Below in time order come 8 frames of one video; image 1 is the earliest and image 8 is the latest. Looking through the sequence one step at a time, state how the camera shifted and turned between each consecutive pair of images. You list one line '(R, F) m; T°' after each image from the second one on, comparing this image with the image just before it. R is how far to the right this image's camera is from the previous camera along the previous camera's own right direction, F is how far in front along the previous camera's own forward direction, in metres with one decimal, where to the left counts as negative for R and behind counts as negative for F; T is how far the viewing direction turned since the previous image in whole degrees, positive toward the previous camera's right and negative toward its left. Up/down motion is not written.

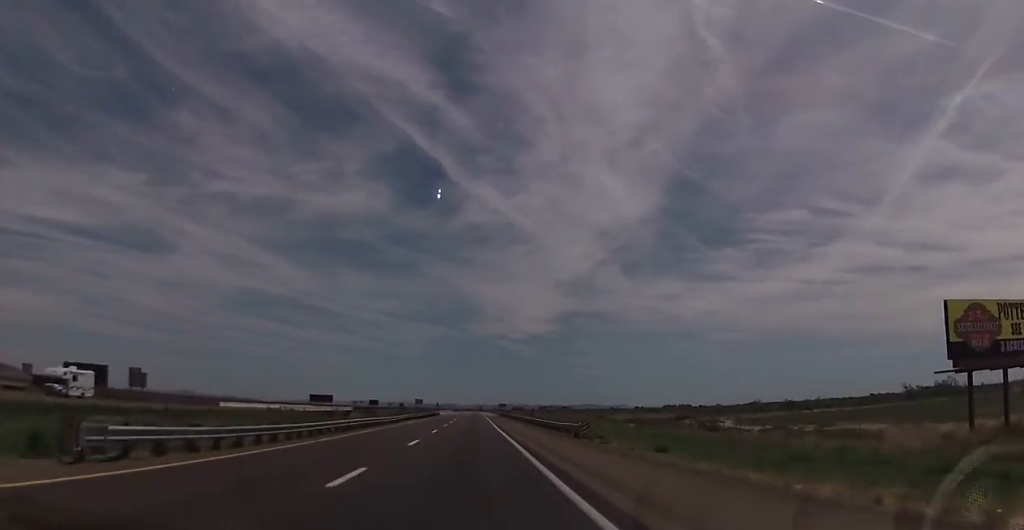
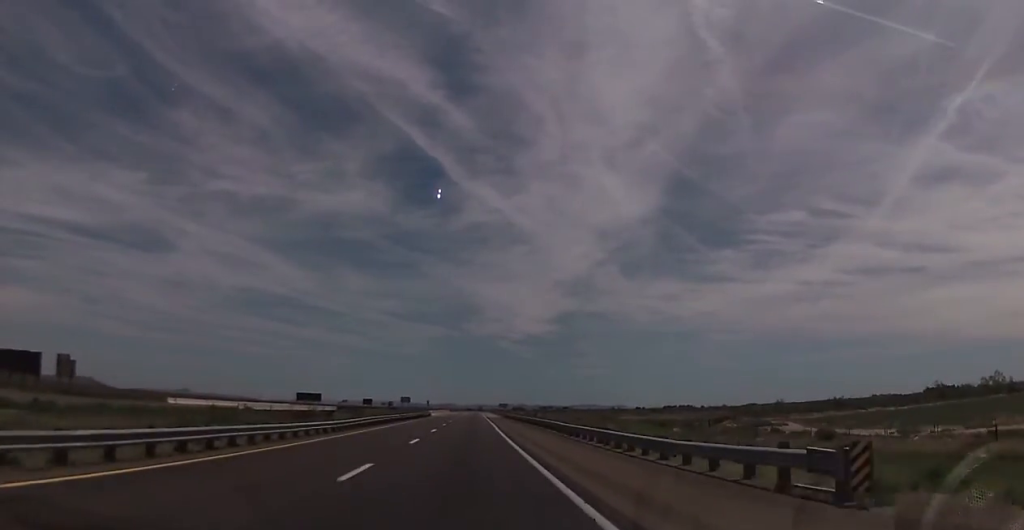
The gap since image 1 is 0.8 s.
(-0.4, +23.6) m; -1°
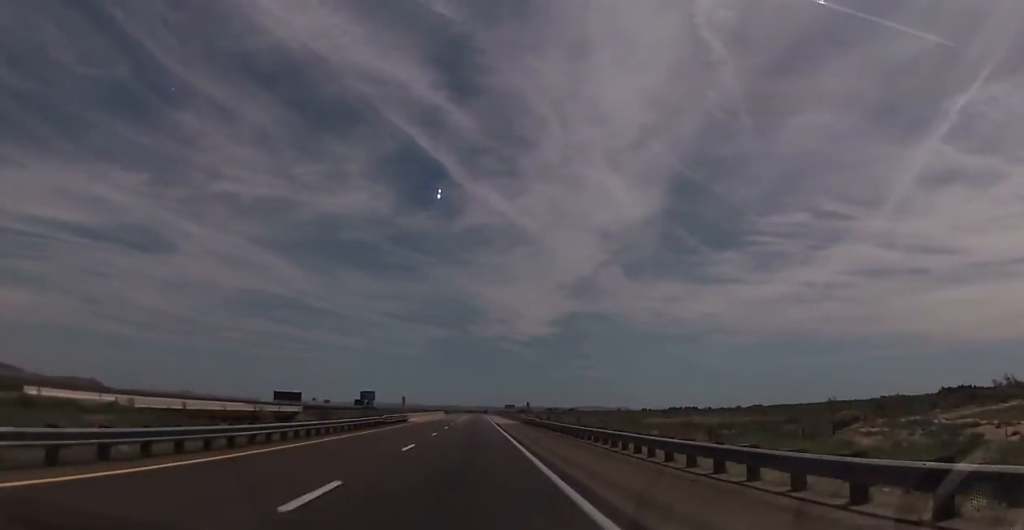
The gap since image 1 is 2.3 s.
(+0.6, +40.6) m; +1°
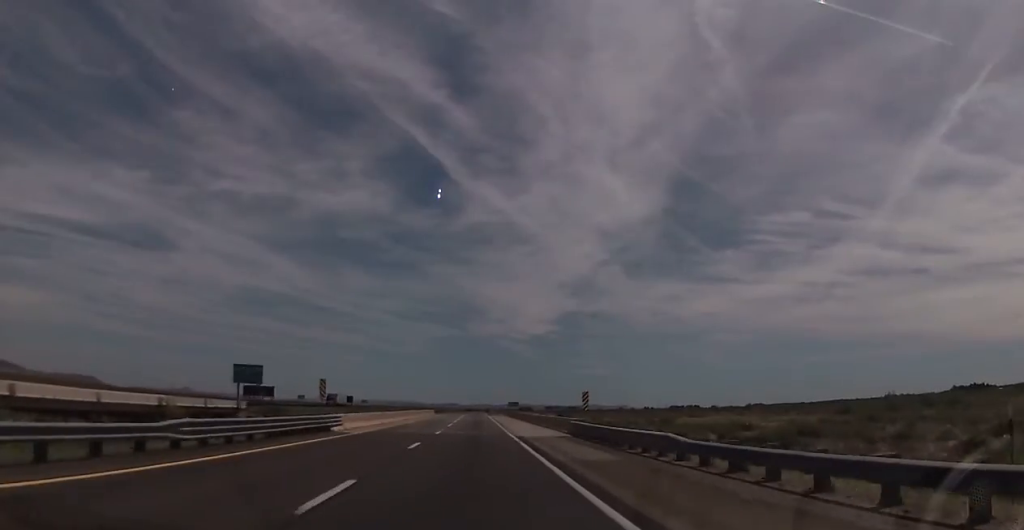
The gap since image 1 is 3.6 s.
(-0.4, +36.7) m; -1°
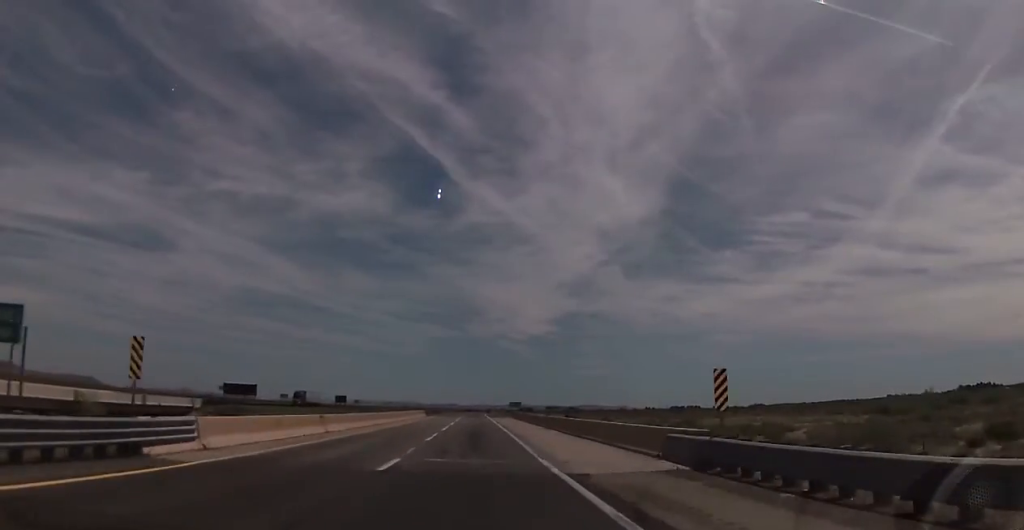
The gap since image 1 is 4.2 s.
(0.0, +18.8) m; +1°
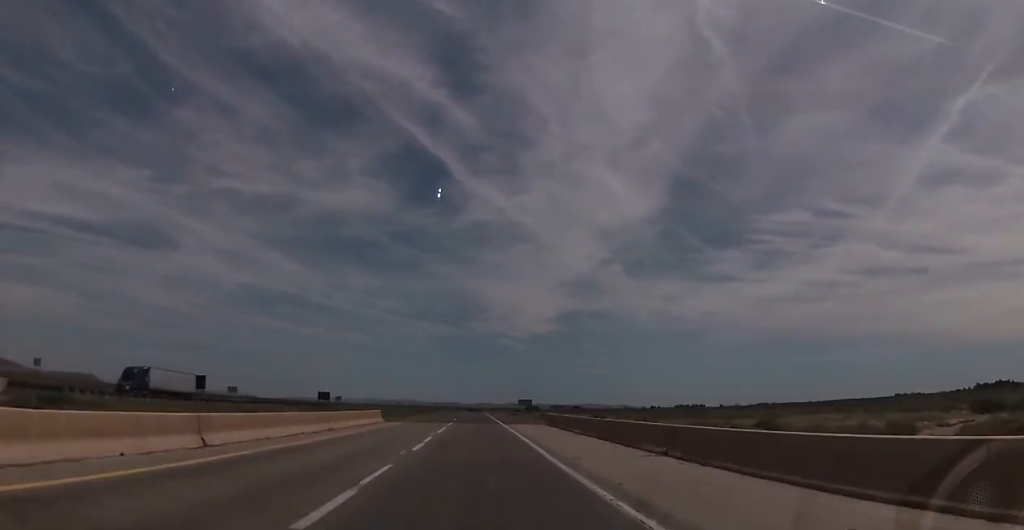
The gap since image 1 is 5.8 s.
(+0.4, +44.1) m; 0°
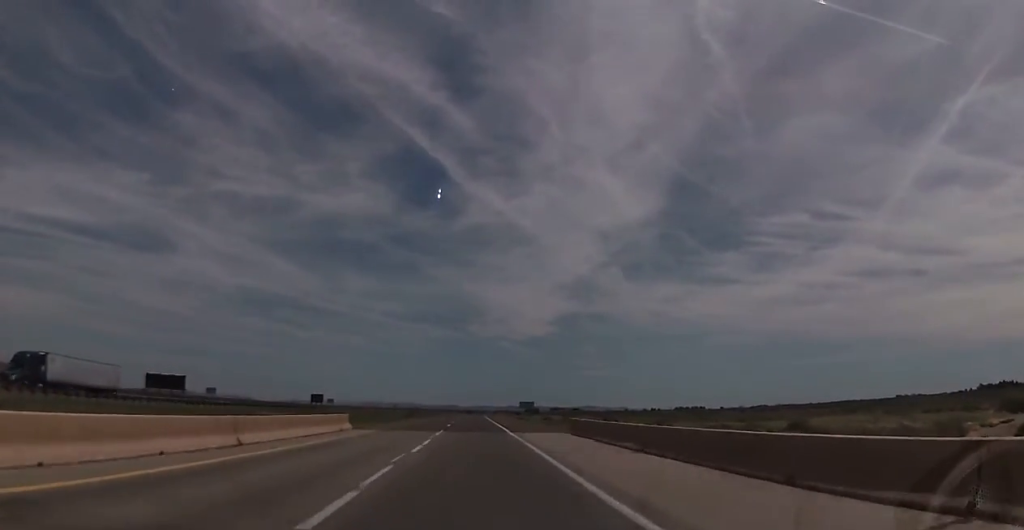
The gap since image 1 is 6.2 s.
(-0.3, +12.1) m; 0°
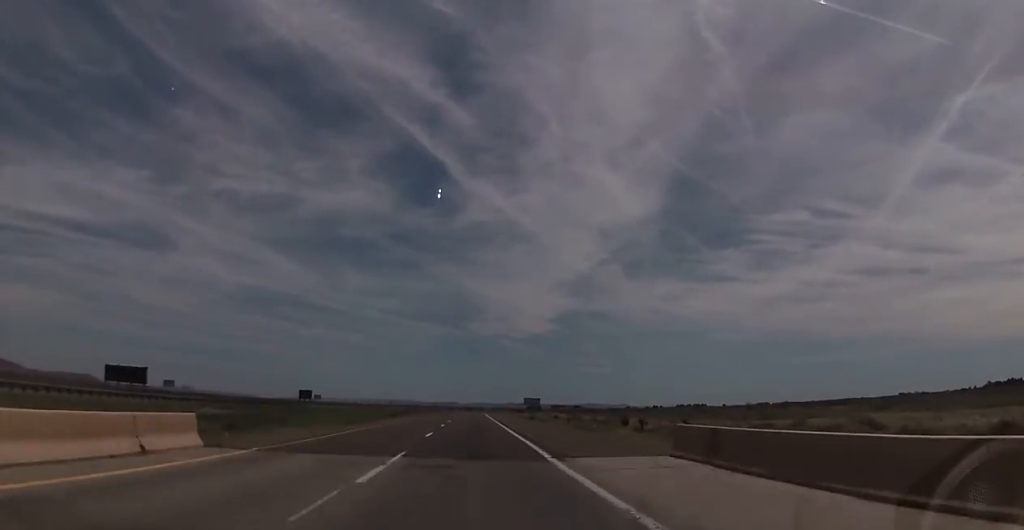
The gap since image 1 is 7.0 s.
(-0.1, +20.6) m; 0°
